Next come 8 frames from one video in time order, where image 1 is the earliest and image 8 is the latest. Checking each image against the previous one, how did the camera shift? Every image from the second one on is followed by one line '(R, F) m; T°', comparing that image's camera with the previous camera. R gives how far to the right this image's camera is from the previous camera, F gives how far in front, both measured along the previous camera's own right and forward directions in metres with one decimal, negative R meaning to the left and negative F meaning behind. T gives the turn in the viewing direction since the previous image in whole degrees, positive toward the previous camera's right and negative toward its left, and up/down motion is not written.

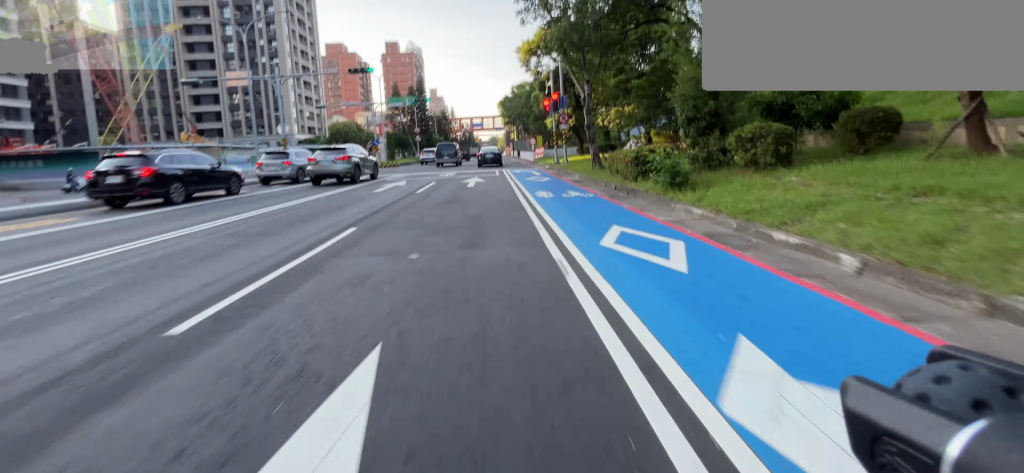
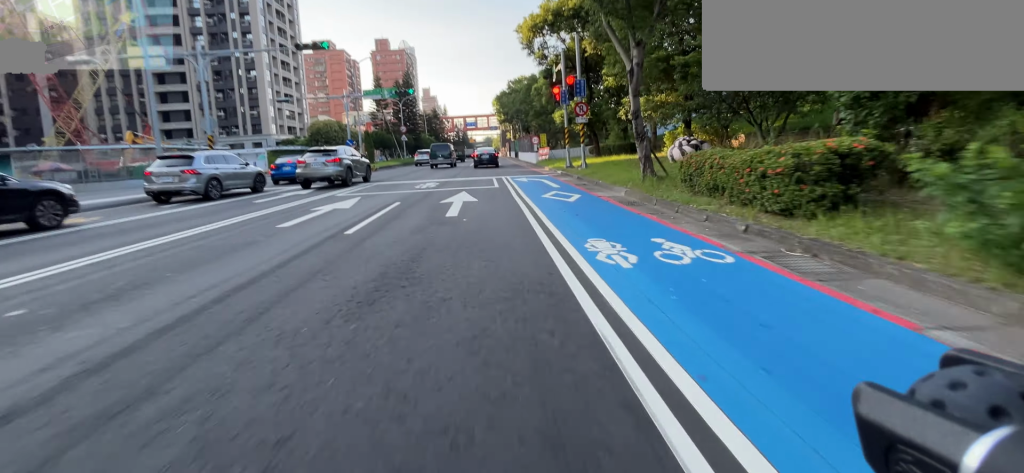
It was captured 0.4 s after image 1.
(0.0, +6.4) m; 0°
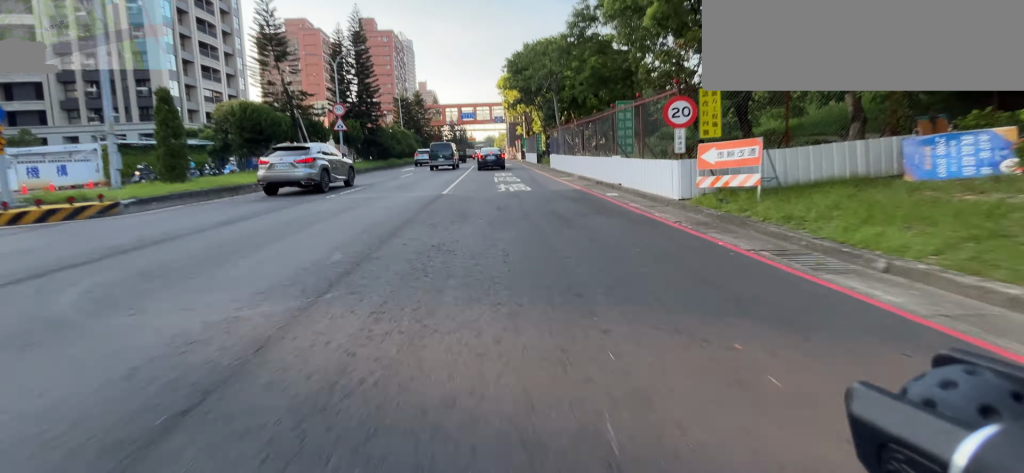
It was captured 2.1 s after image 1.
(0.0, +25.4) m; 0°
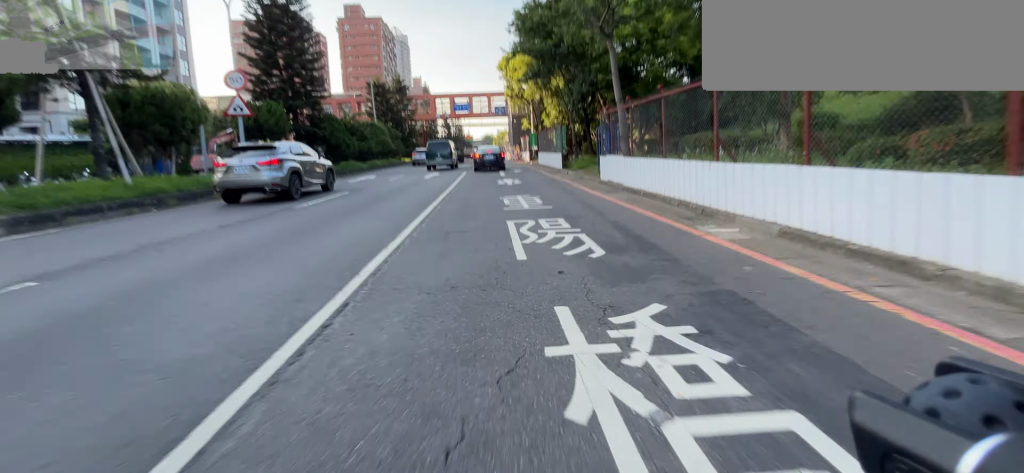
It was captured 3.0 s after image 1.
(0.0, +12.1) m; 0°
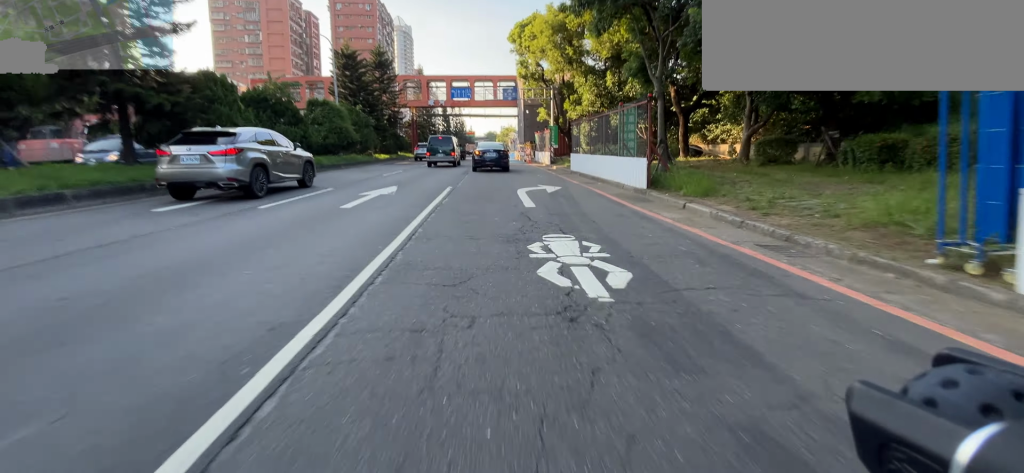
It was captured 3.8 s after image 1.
(0.0, +11.2) m; 0°
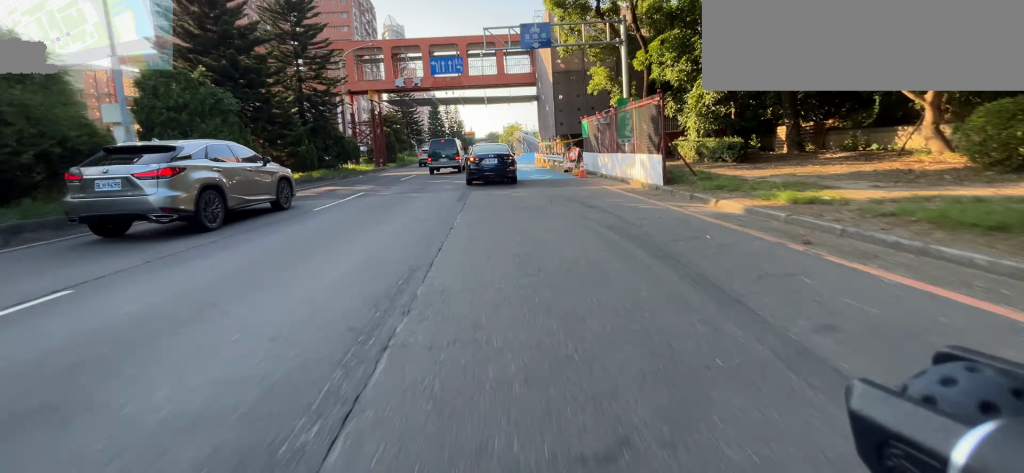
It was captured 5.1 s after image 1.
(0.0, +17.2) m; +1°
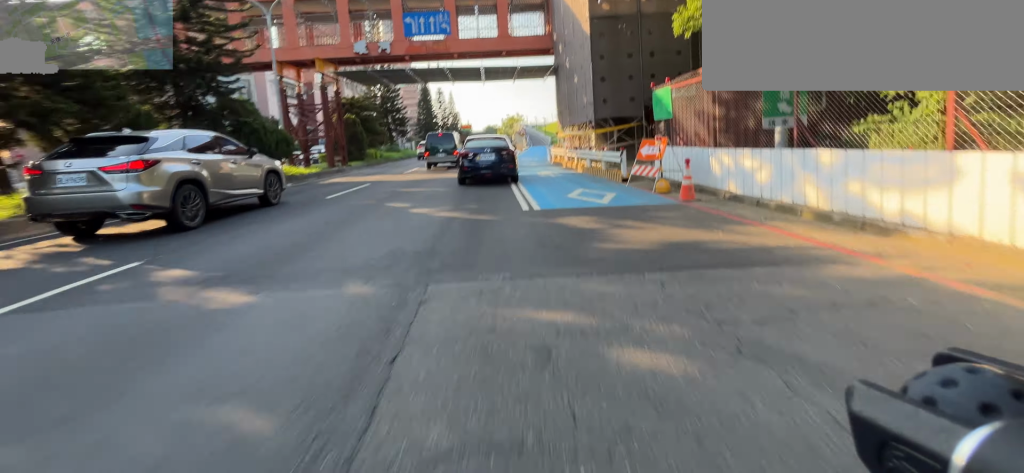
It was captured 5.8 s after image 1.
(0.0, +8.5) m; +1°
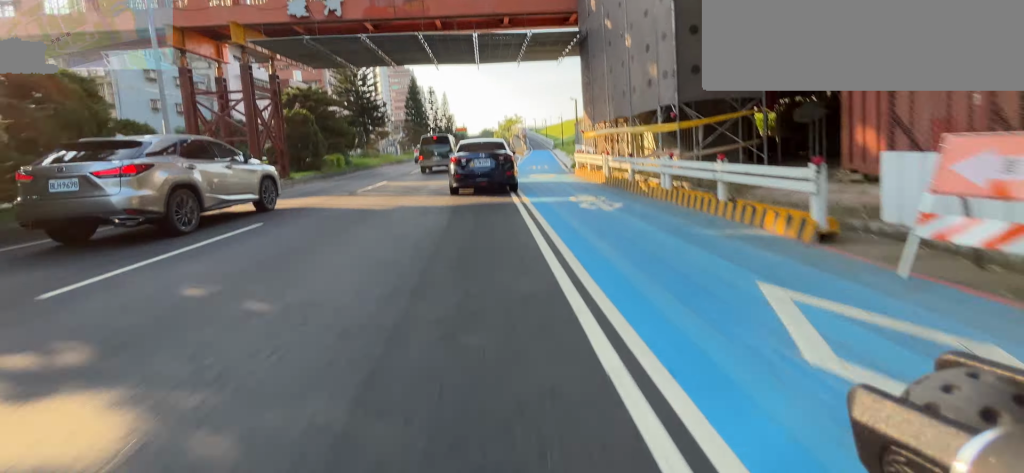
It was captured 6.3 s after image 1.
(+0.1, +6.6) m; +1°
